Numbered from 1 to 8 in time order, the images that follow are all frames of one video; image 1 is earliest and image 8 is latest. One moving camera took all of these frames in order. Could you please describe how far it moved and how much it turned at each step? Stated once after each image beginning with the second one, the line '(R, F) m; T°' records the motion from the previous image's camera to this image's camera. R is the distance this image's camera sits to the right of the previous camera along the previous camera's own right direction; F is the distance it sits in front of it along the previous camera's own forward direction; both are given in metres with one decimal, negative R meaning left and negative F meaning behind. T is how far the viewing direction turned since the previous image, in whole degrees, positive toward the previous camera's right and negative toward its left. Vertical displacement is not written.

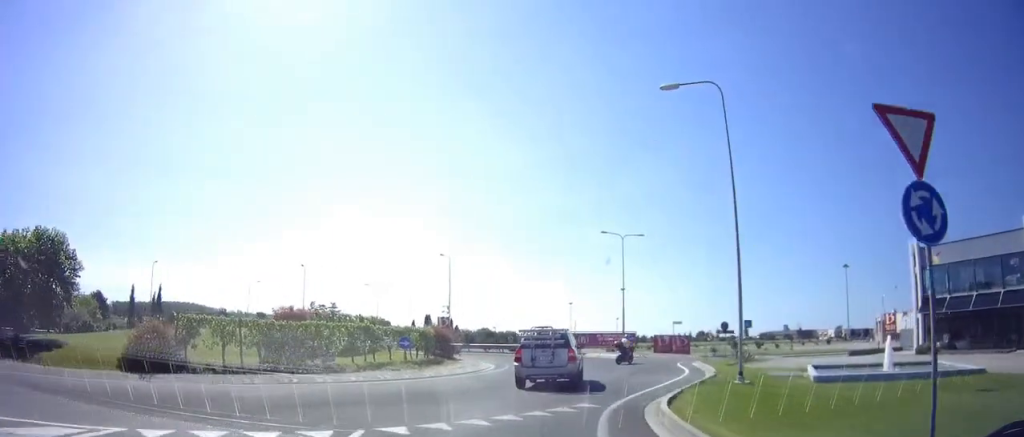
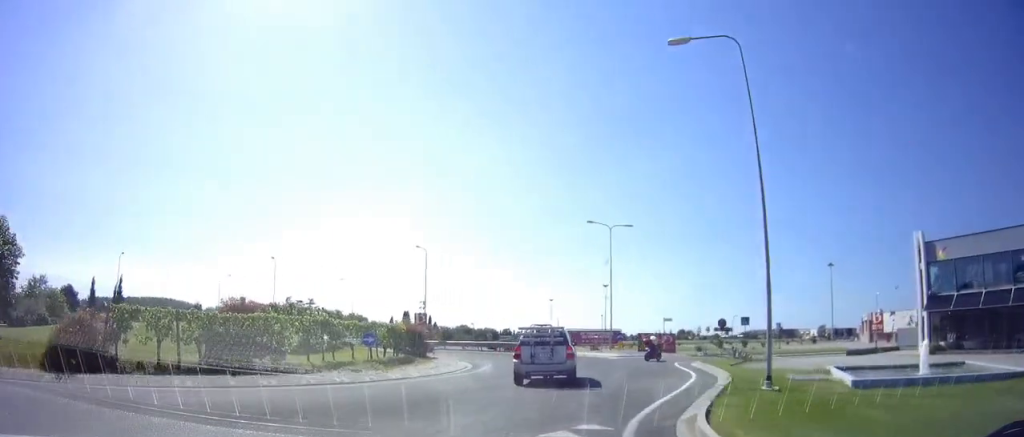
(0.0, +3.4) m; +1°
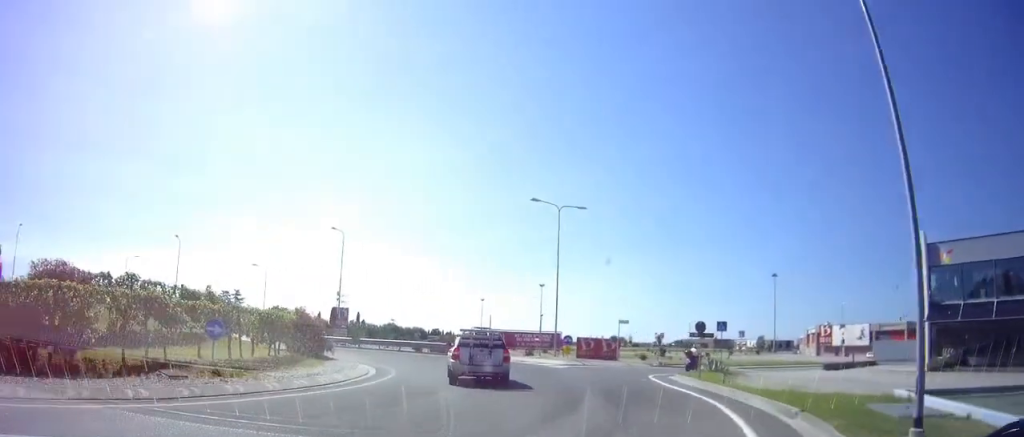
(+0.2, +8.7) m; -2°
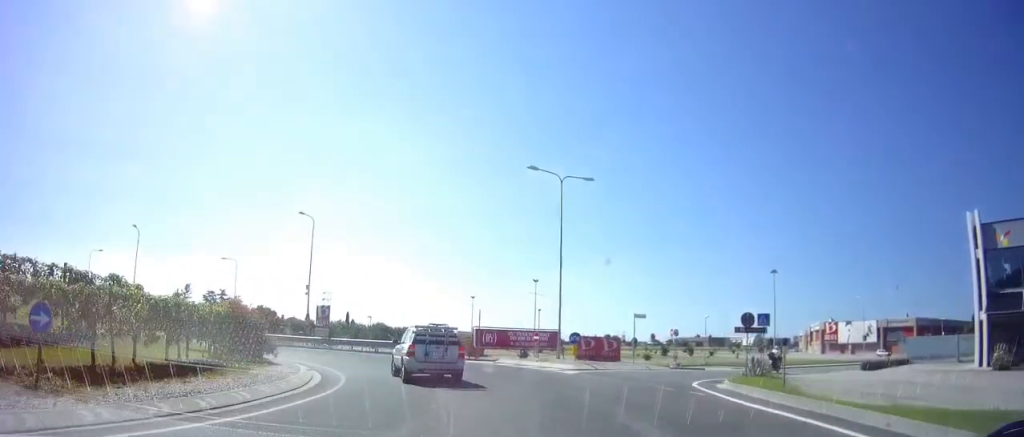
(-0.3, +6.6) m; -7°
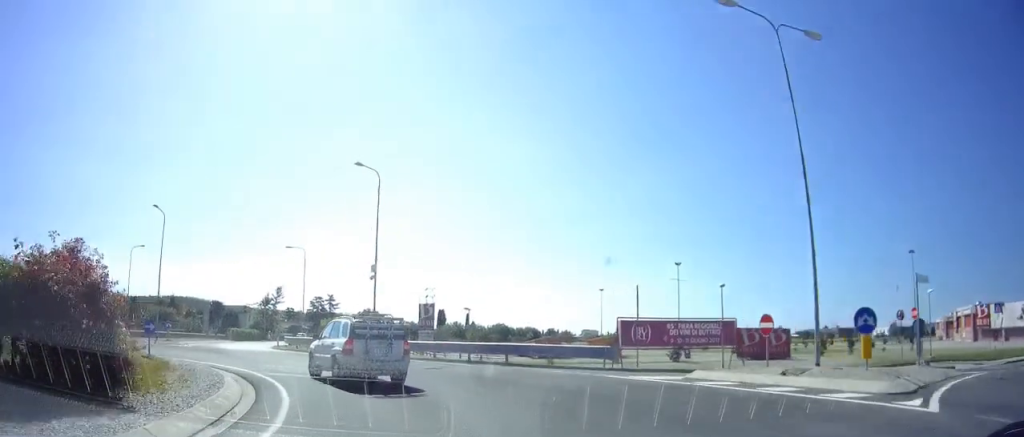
(-2.7, +13.4) m; -22°
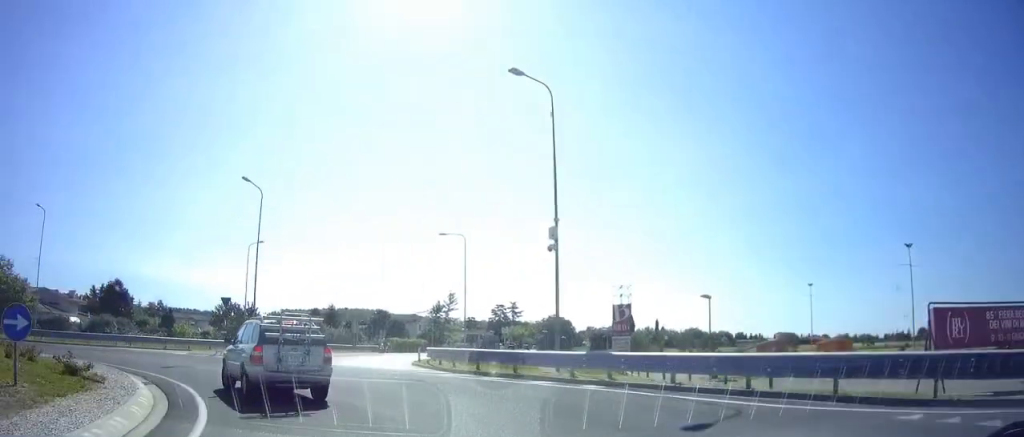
(-1.4, +13.3) m; -6°
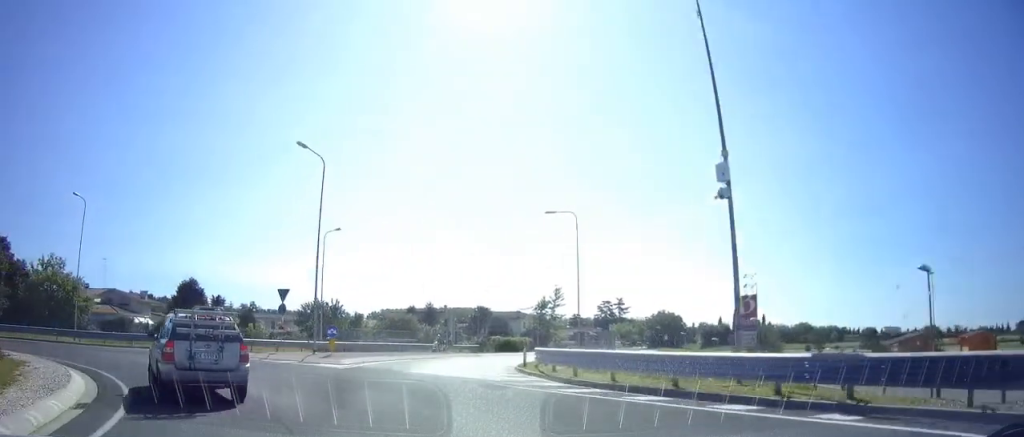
(0.0, +7.1) m; 0°
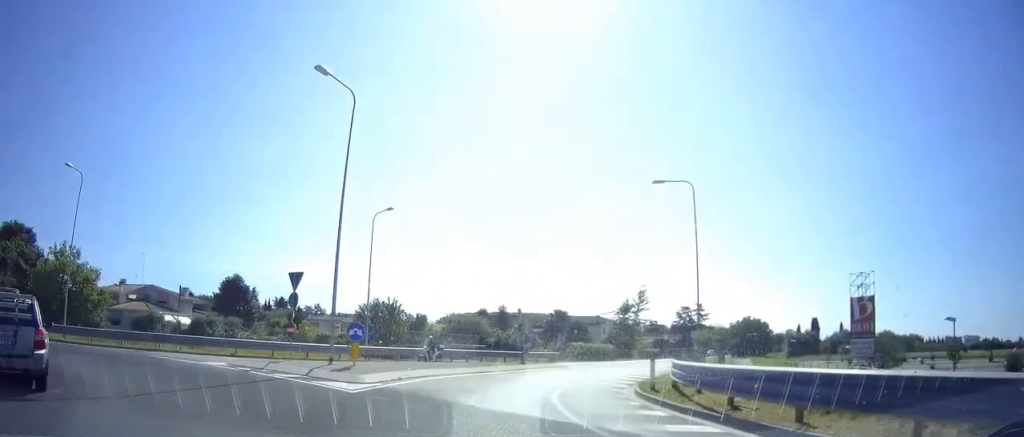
(0.0, +8.8) m; 0°
